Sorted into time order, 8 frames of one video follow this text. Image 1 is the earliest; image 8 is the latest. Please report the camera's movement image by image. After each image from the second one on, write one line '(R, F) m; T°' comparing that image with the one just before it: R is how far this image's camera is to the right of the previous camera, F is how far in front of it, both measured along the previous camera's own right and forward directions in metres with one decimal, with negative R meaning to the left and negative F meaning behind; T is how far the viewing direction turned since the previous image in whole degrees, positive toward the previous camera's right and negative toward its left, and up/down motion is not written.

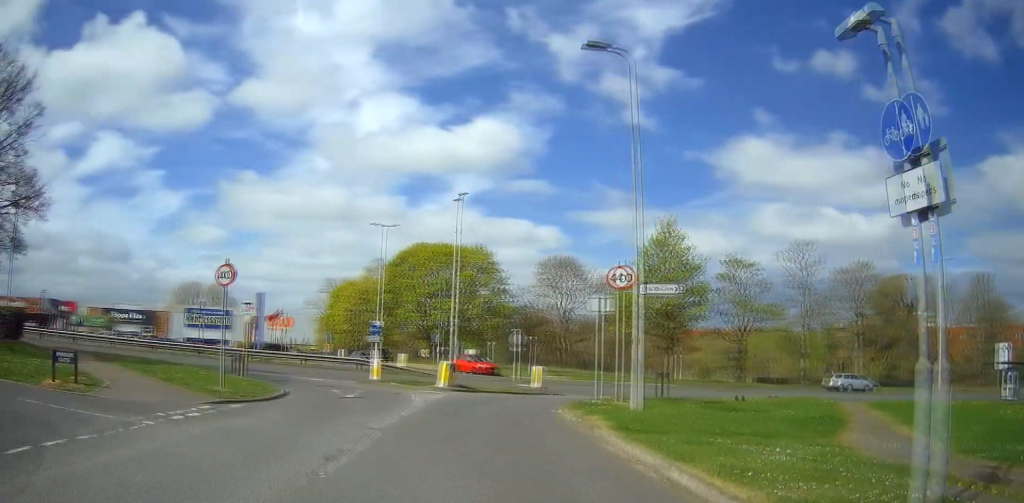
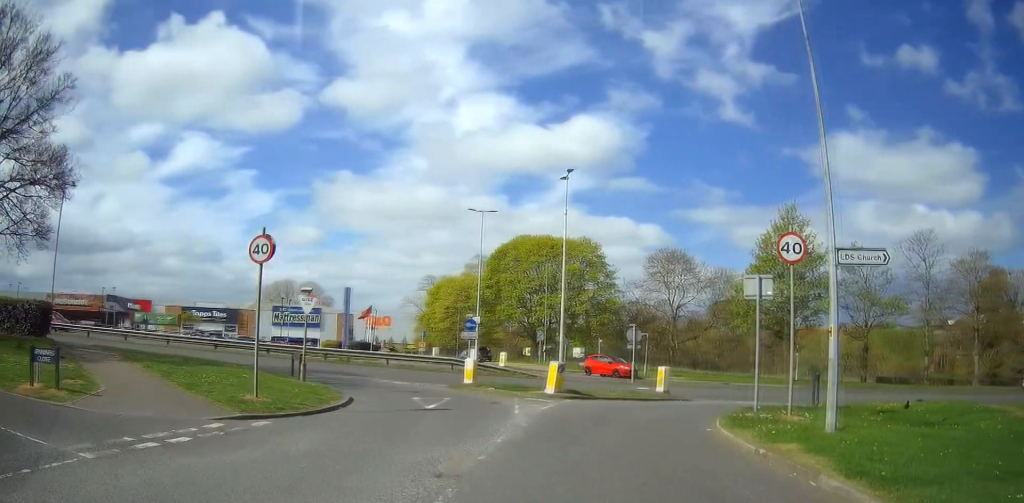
(-0.4, +4.5) m; -6°
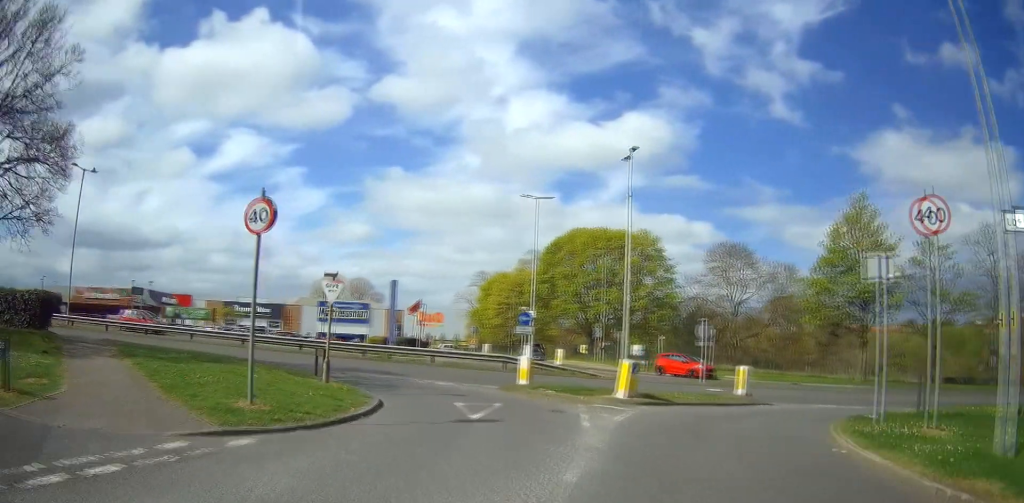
(-0.2, +3.0) m; -2°
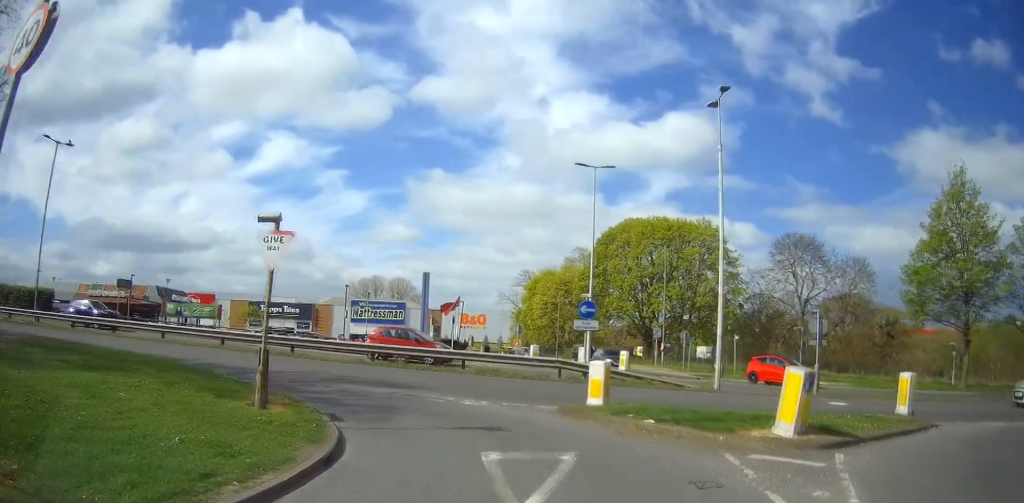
(+0.3, +7.2) m; -4°
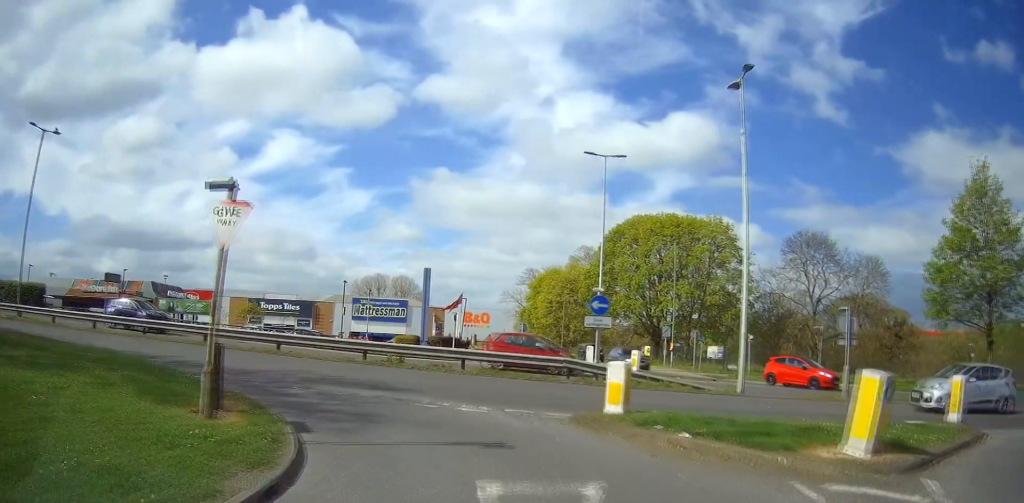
(+0.2, +2.0) m; -4°
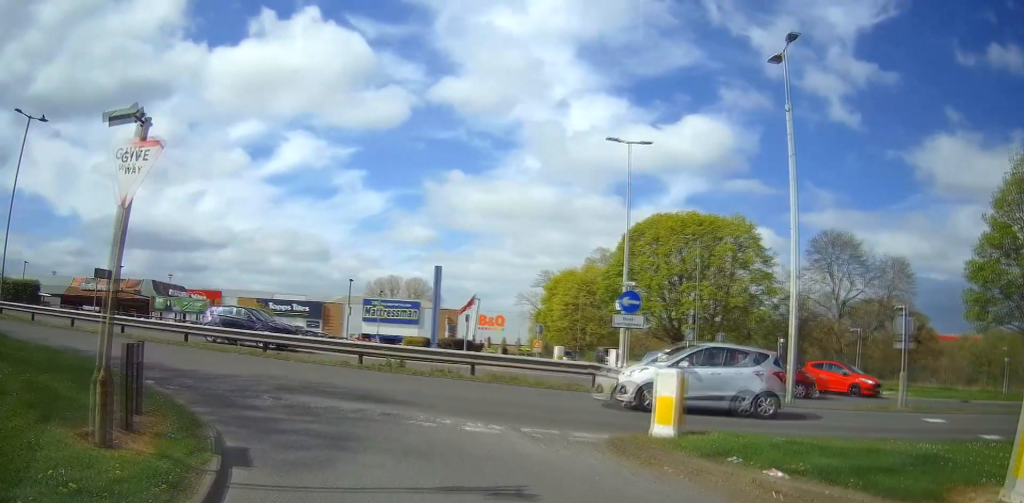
(-0.5, +2.6) m; -8°
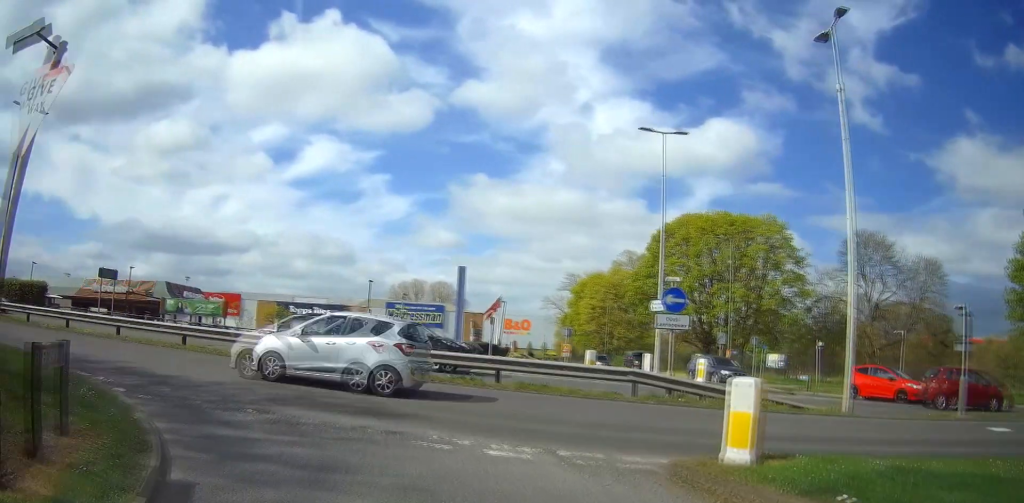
(-0.1, +2.0) m; -5°
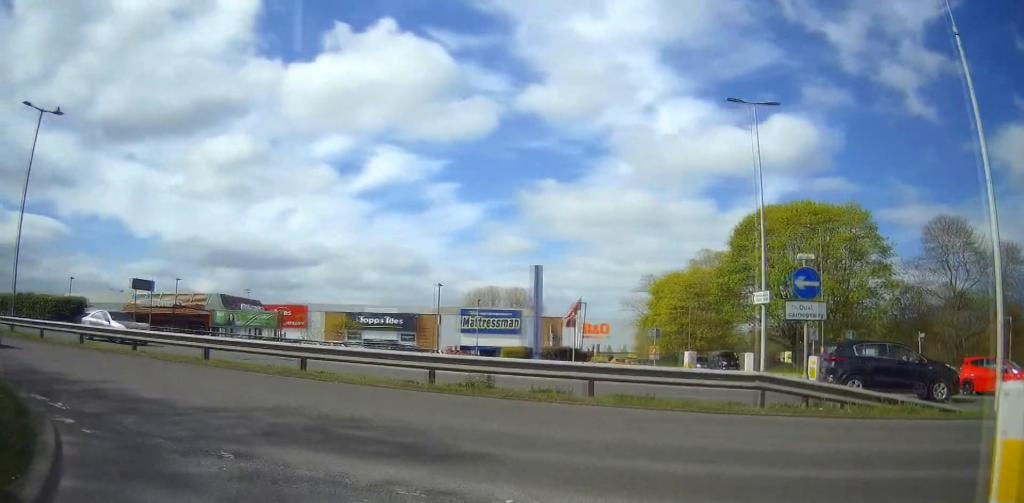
(-0.1, +3.2) m; -3°
